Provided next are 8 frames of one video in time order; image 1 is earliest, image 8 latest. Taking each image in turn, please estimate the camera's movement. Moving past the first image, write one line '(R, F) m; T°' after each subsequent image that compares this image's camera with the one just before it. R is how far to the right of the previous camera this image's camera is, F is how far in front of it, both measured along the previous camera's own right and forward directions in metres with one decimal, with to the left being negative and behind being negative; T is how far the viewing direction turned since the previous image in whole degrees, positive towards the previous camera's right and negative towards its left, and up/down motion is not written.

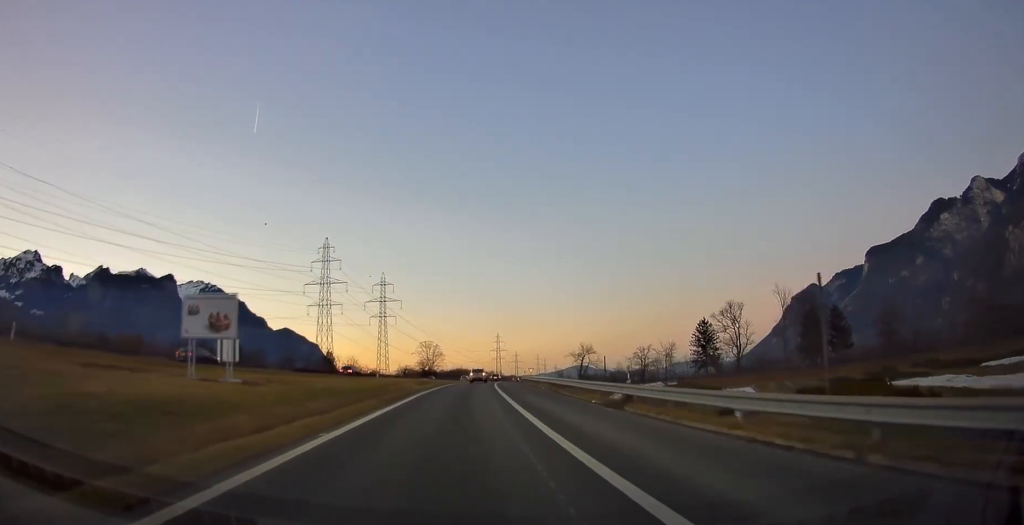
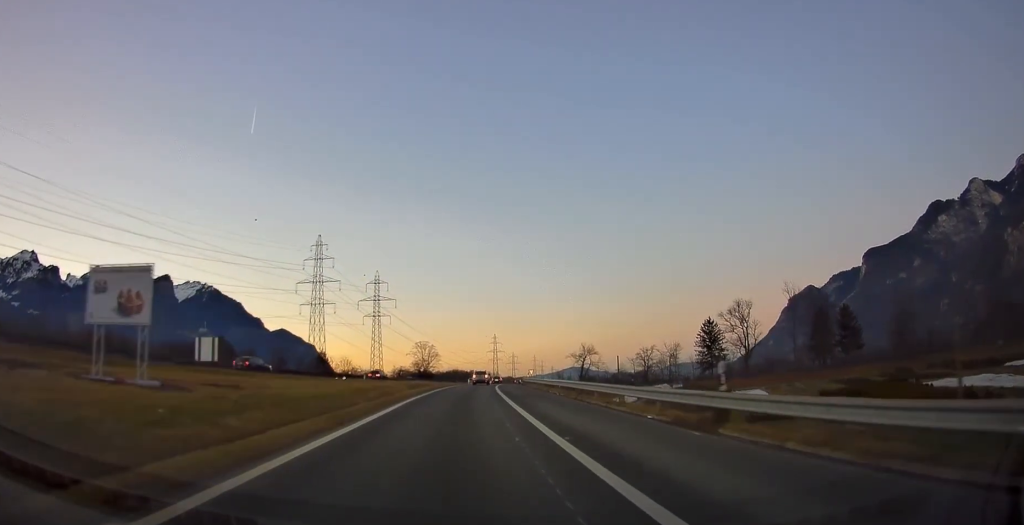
(+0.1, +7.4) m; 0°
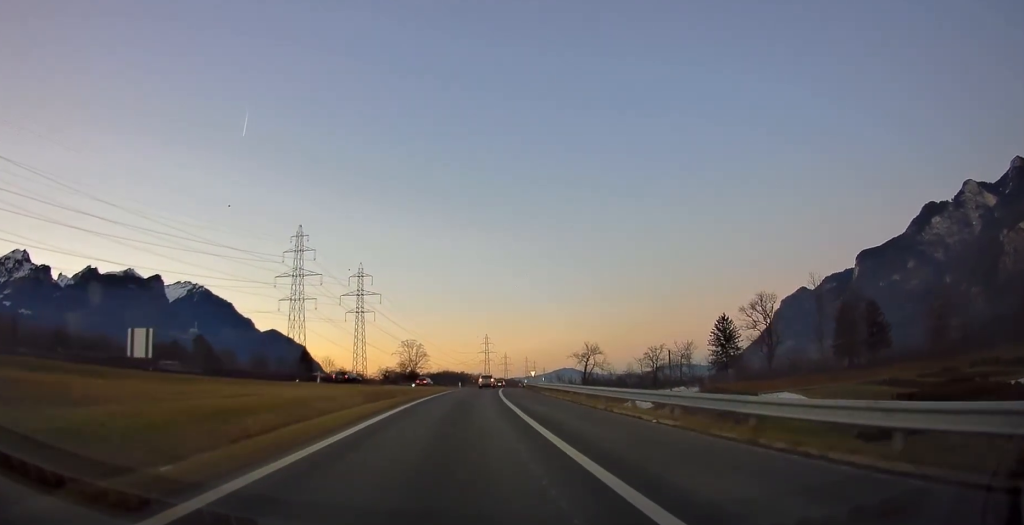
(+0.2, +16.9) m; 0°
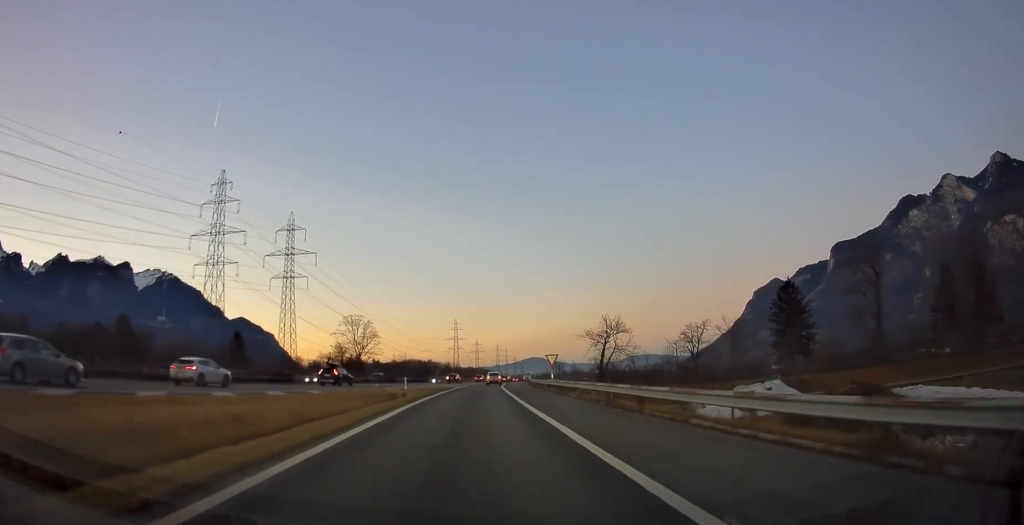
(+0.8, +49.4) m; +3°
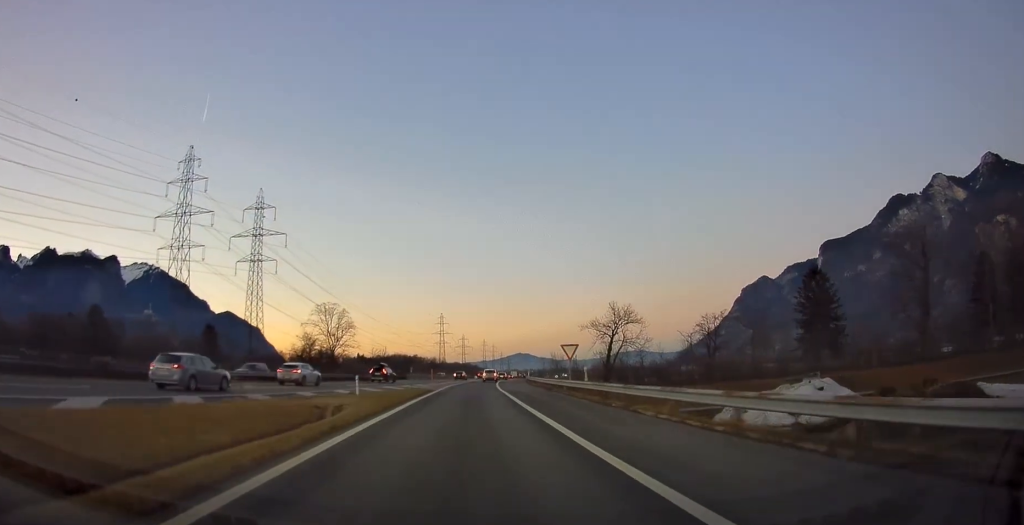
(+0.1, +15.5) m; +1°
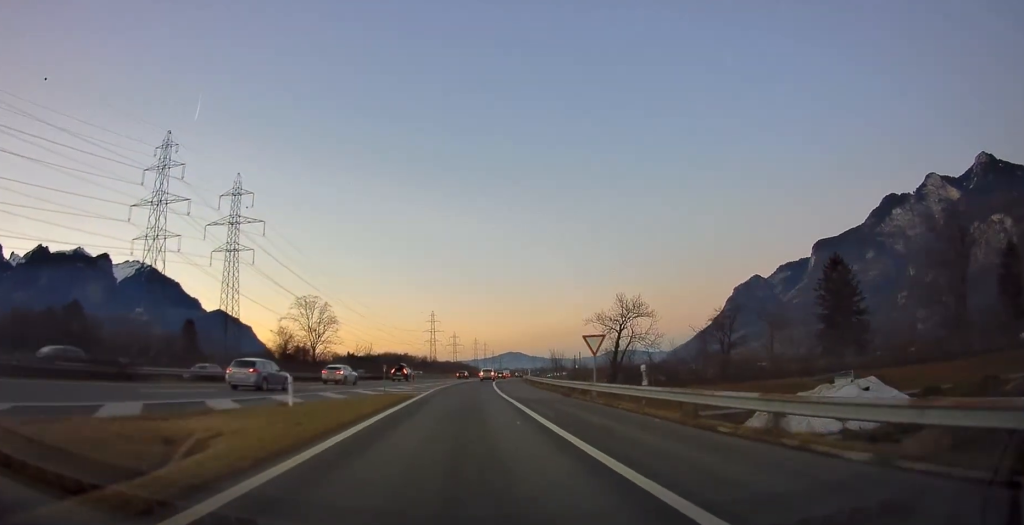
(0.0, +9.5) m; 0°
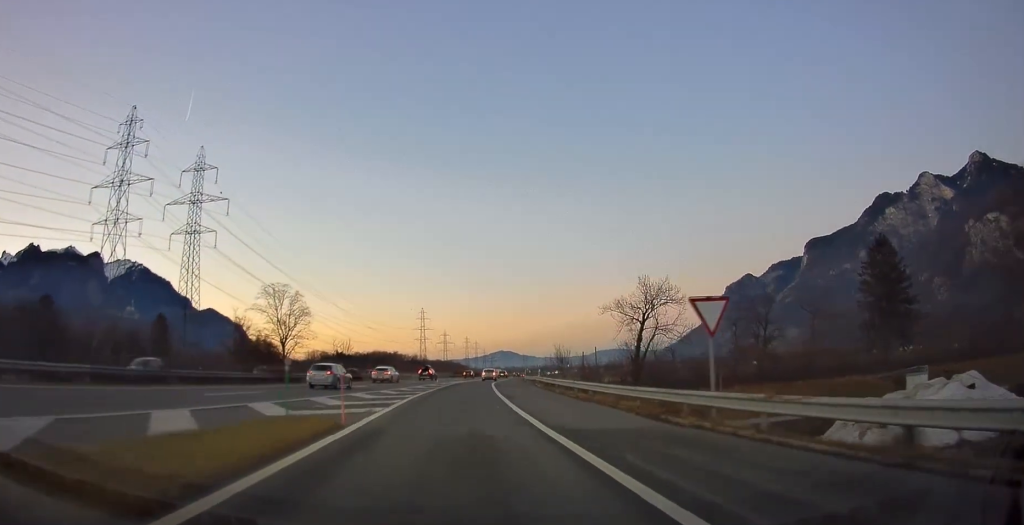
(+0.1, +15.7) m; +1°
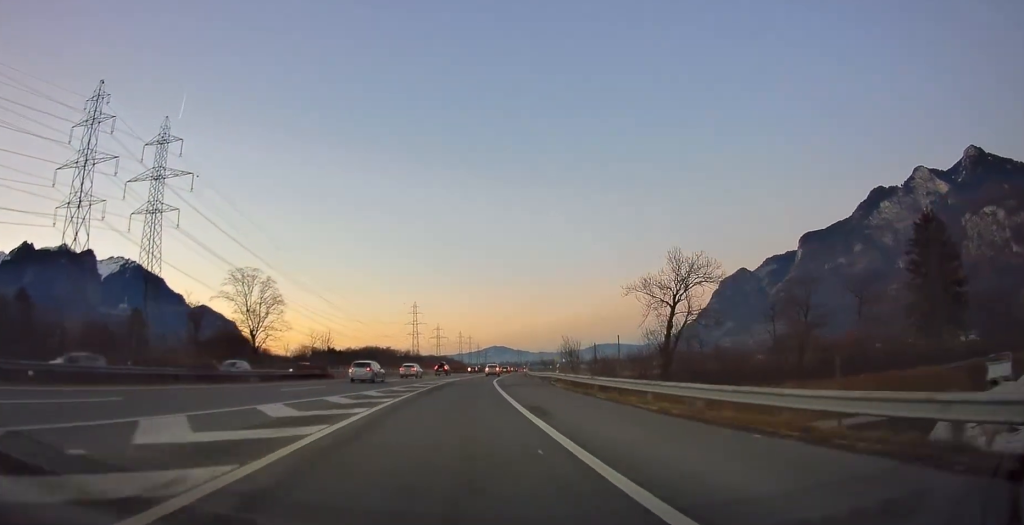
(+0.1, +12.4) m; +1°
